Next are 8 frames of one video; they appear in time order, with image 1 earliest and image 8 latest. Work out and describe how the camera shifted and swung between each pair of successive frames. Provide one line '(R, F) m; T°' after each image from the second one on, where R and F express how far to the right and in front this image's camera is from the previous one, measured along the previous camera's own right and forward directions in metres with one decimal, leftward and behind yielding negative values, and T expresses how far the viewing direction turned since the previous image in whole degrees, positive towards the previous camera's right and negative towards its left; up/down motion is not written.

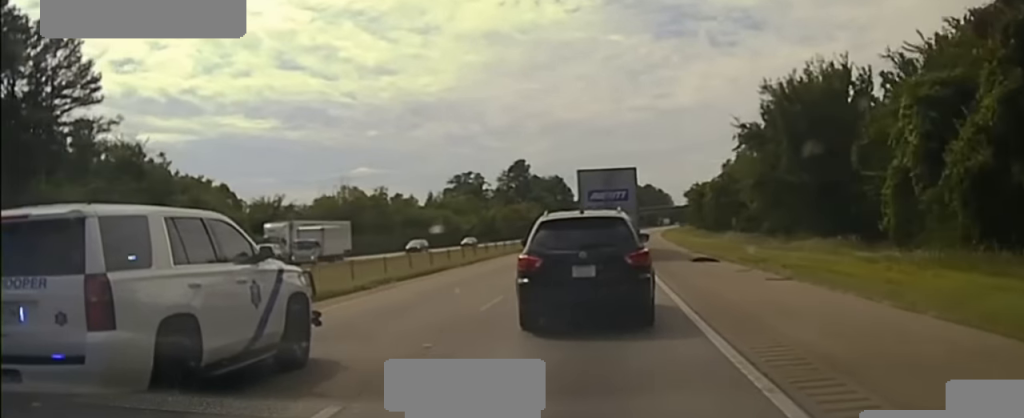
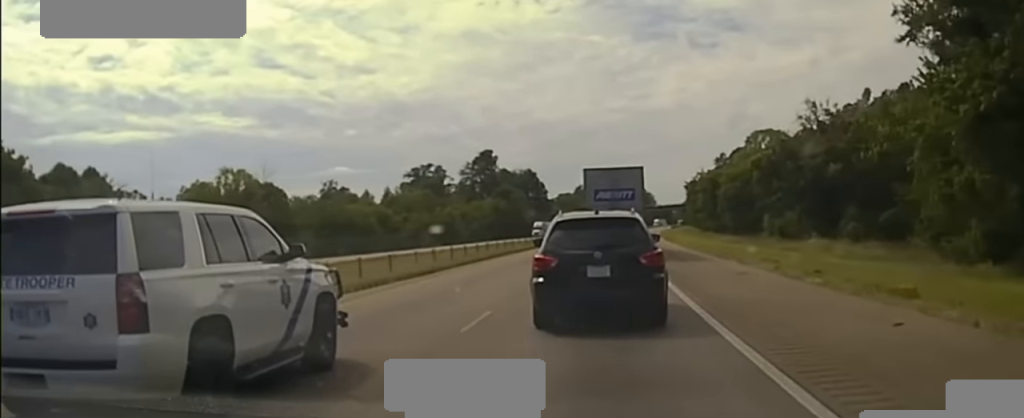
(+1.1, +40.4) m; +2°
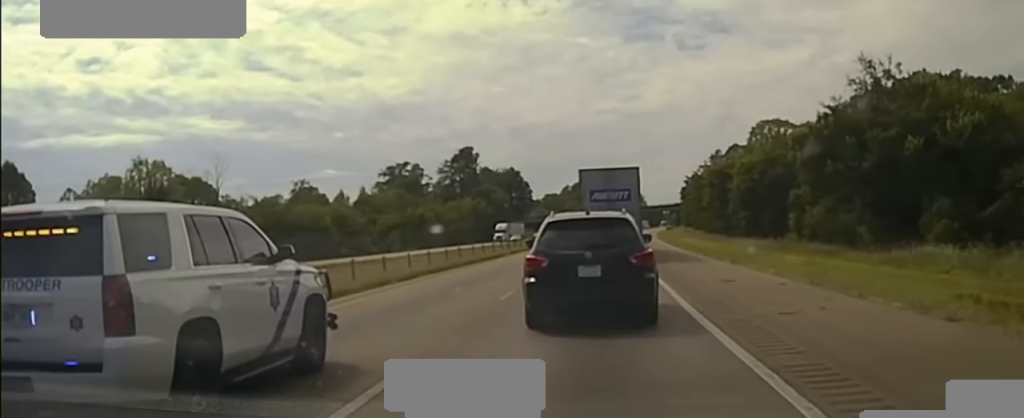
(+0.1, +19.2) m; +1°
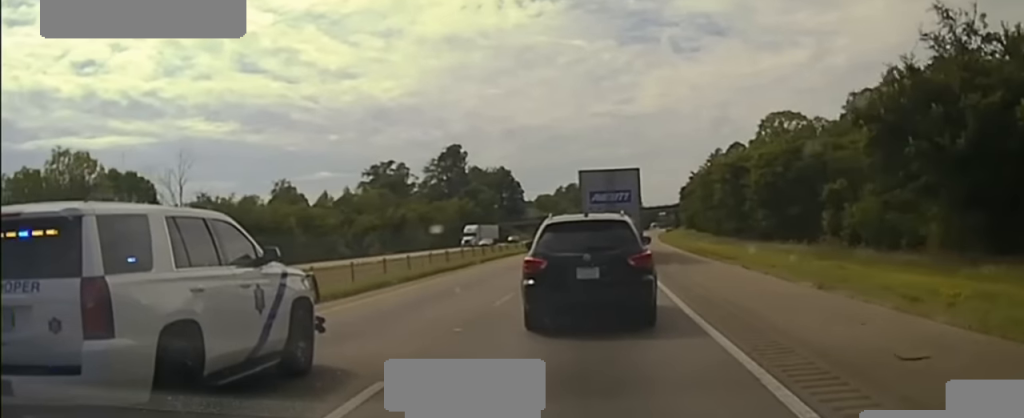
(0.0, +13.0) m; +1°
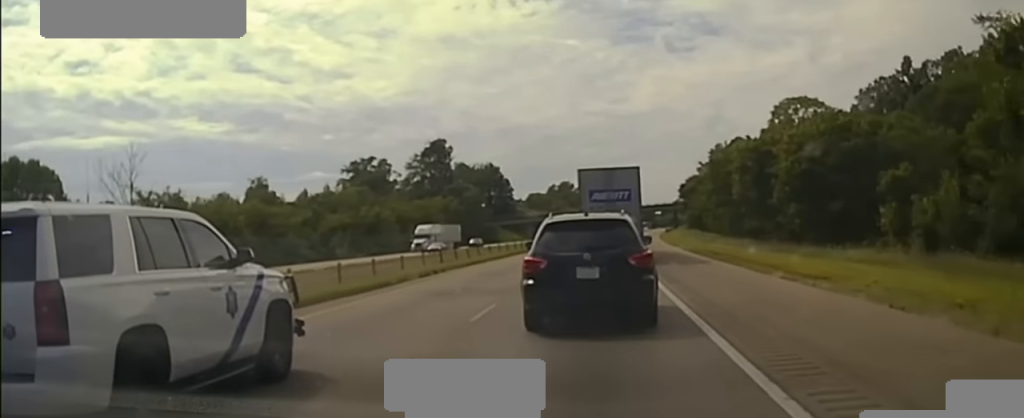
(+0.3, +14.8) m; +1°
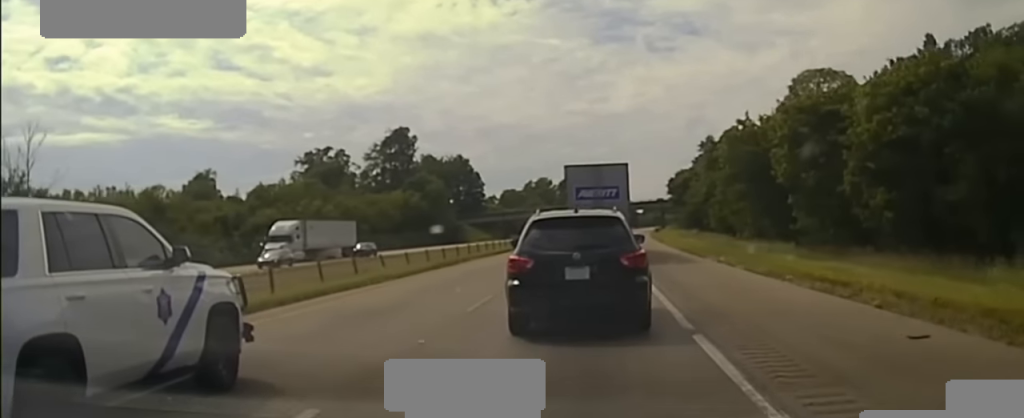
(+0.2, +22.6) m; 0°
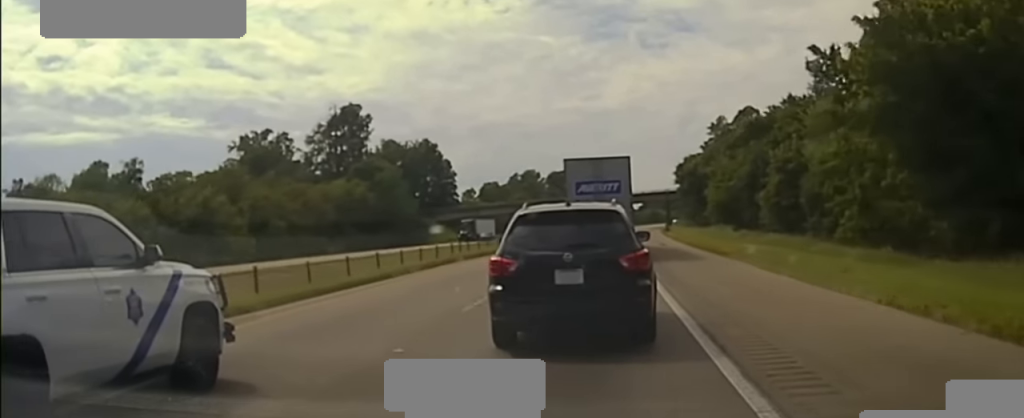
(0.0, +36.0) m; 0°
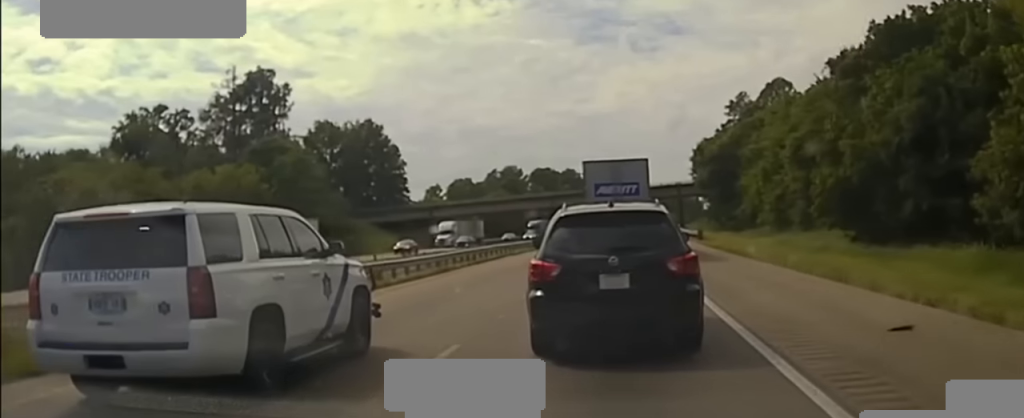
(0.0, +43.4) m; 0°
